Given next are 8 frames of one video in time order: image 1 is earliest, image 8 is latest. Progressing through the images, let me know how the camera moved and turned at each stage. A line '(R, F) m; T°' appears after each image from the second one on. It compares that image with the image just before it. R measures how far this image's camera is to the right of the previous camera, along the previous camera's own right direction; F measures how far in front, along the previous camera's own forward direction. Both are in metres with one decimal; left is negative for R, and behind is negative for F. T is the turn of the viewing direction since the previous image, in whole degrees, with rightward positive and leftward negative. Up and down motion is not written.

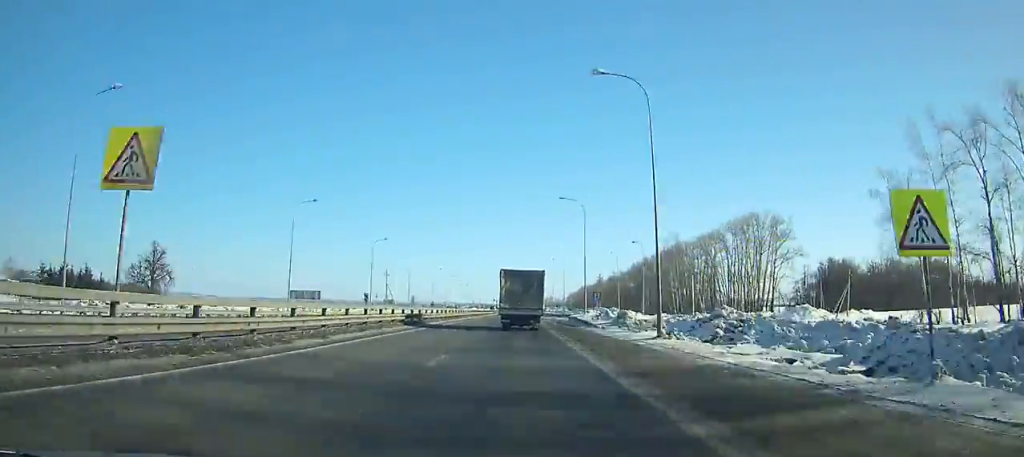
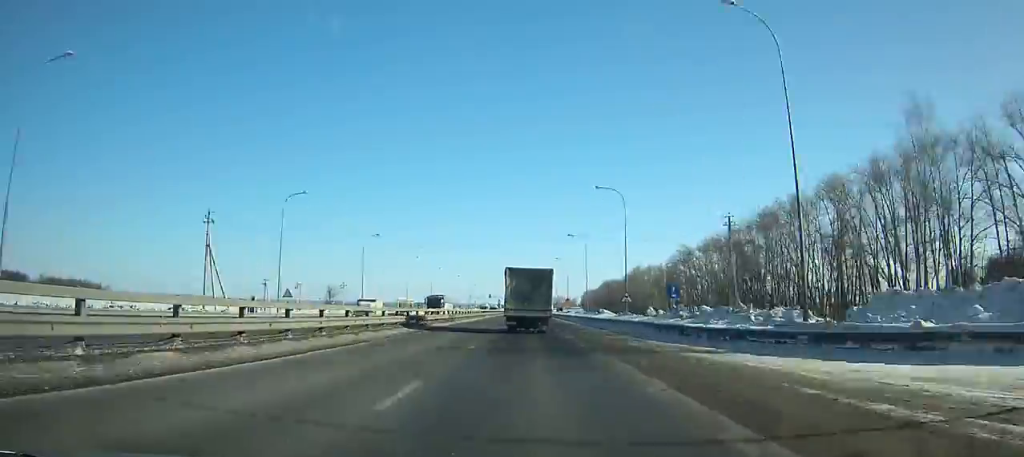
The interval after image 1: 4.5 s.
(-0.9, +102.6) m; -1°
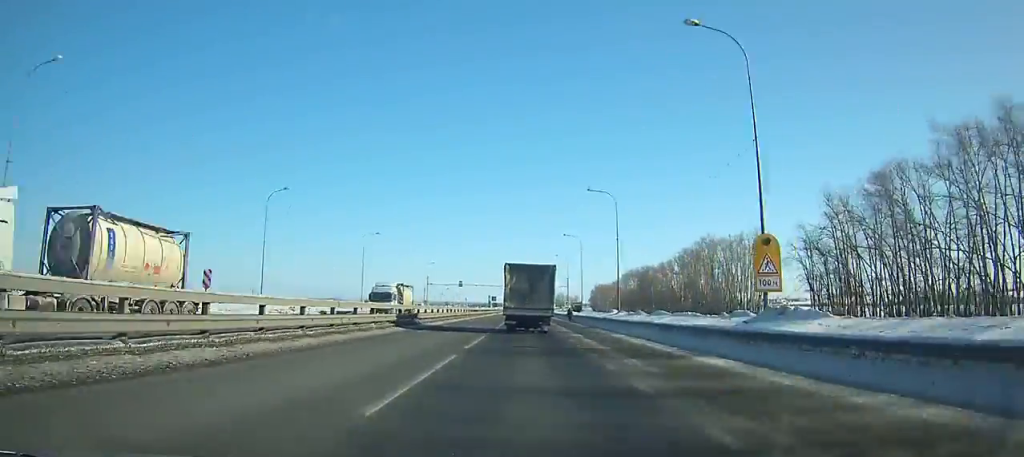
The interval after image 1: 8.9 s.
(+0.4, +98.9) m; +1°
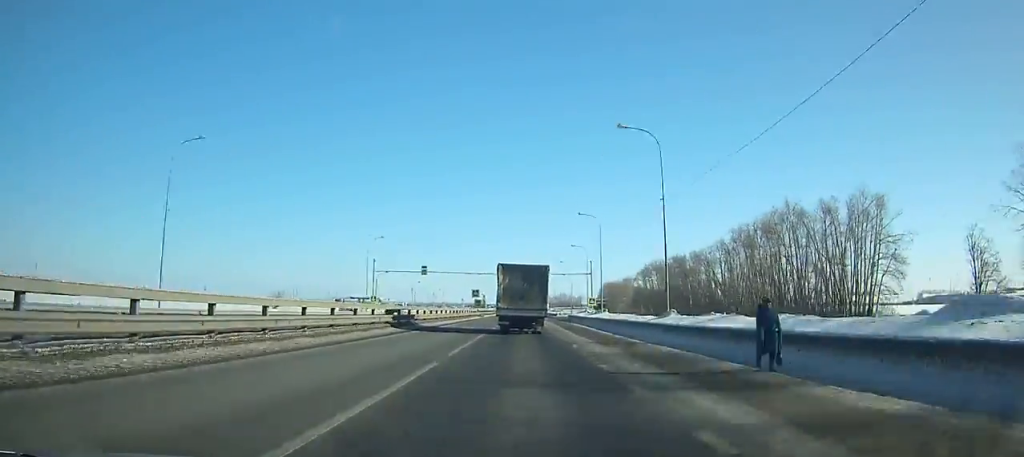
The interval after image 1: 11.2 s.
(+0.1, +51.0) m; 0°
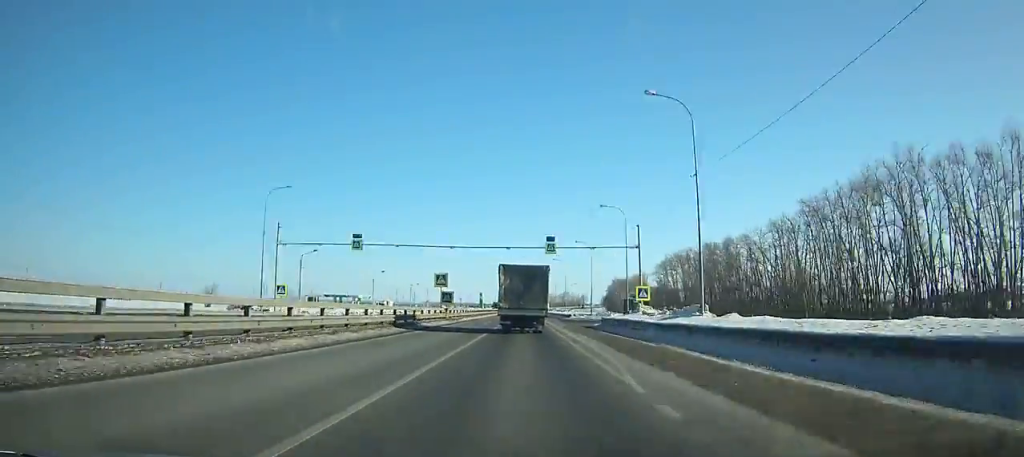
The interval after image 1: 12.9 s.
(+0.1, +37.2) m; 0°
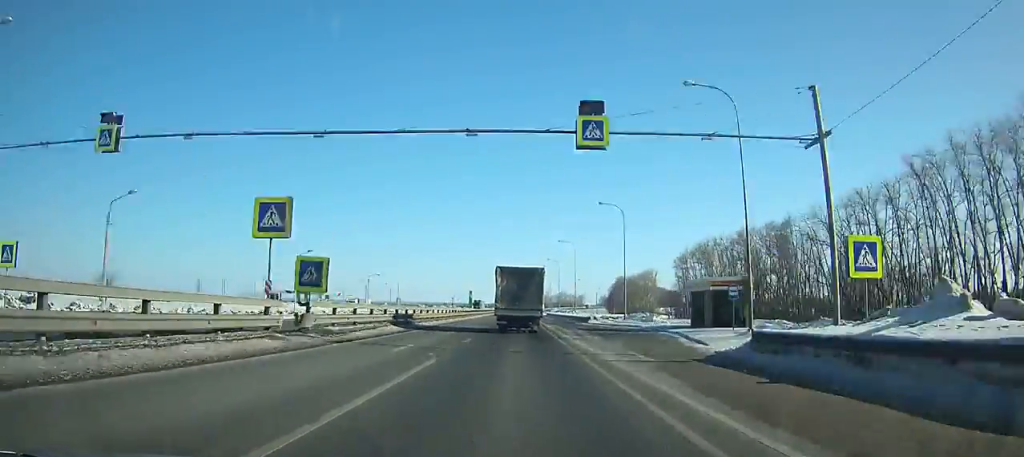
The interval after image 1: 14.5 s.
(-0.1, +34.8) m; 0°
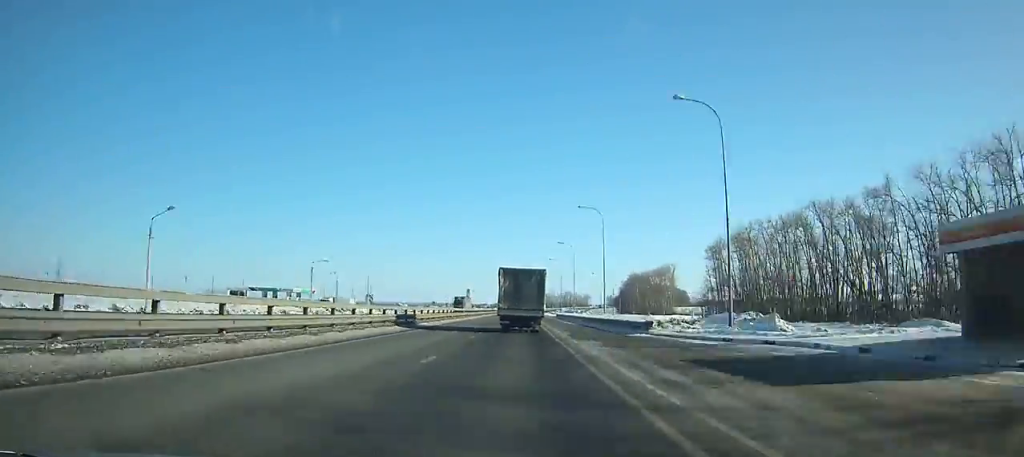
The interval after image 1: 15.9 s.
(-0.2, +30.3) m; 0°
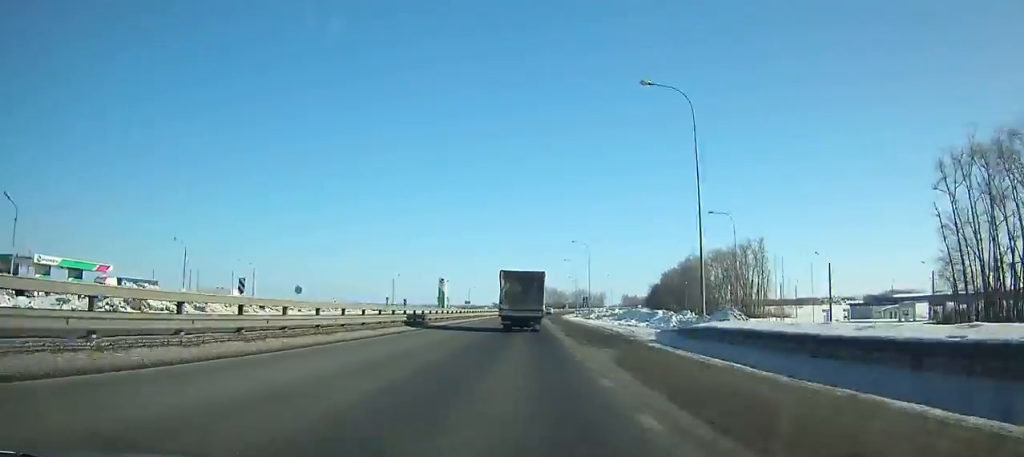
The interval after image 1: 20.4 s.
(+0.7, +97.4) m; +1°
